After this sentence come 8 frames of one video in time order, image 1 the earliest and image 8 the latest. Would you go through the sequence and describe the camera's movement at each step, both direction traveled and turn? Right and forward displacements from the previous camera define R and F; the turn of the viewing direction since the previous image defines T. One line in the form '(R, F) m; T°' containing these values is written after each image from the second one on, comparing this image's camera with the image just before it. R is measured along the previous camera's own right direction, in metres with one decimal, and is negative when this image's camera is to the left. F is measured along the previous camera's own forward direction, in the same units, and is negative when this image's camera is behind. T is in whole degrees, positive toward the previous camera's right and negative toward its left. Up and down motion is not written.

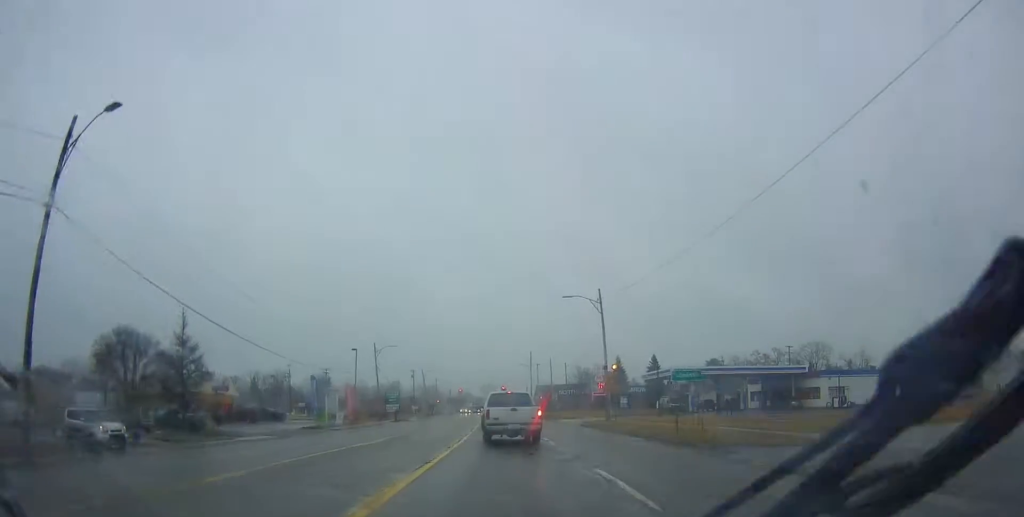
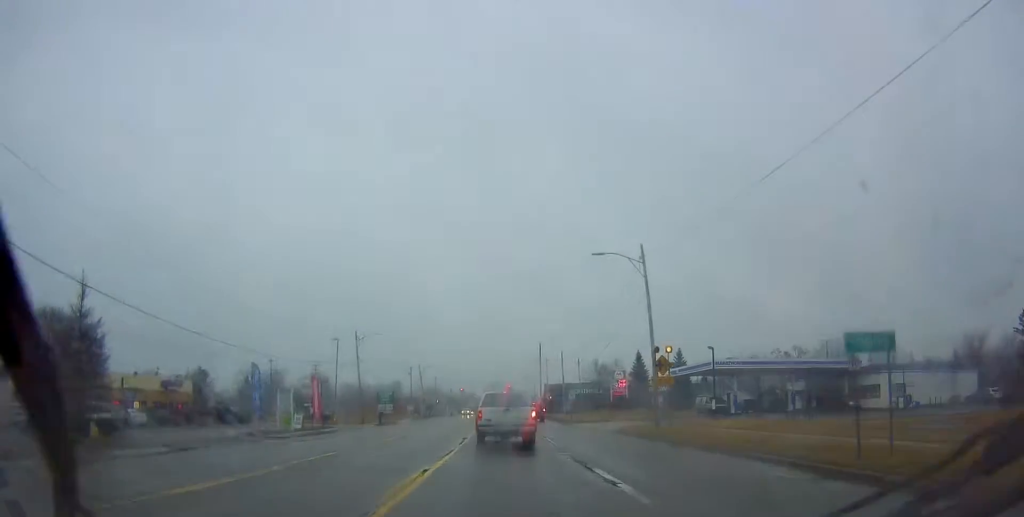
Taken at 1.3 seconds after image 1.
(-1.0, +13.2) m; -3°
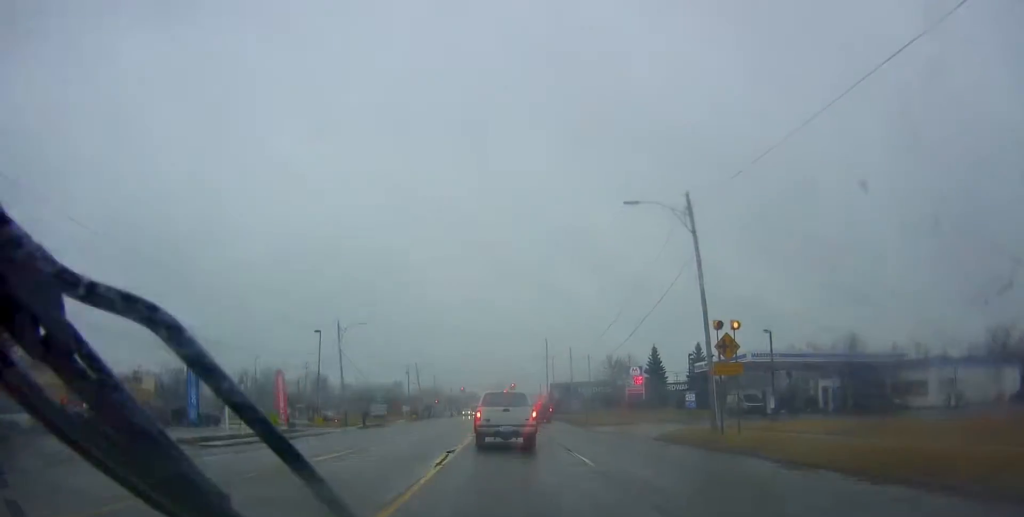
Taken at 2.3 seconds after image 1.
(+0.7, +8.3) m; +1°
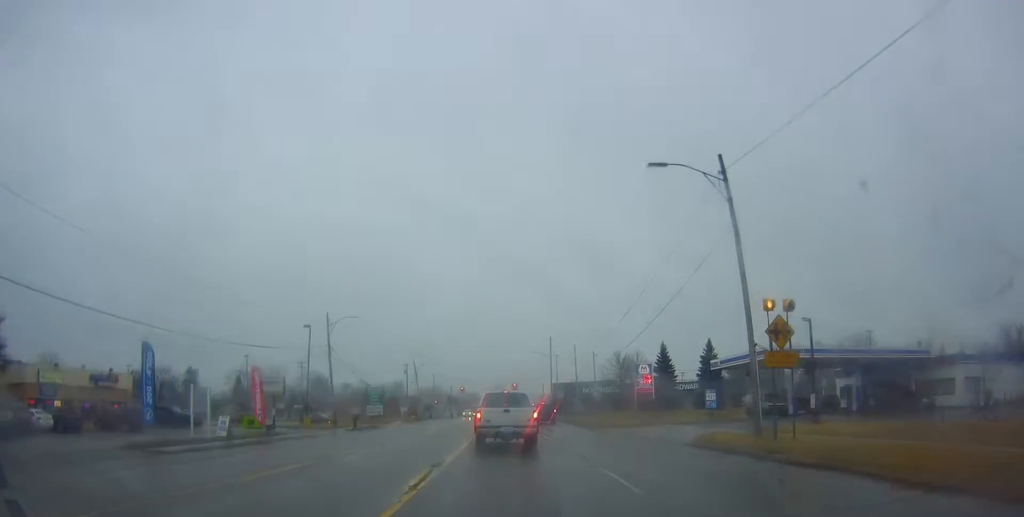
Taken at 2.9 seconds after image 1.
(-0.3, +4.1) m; -1°
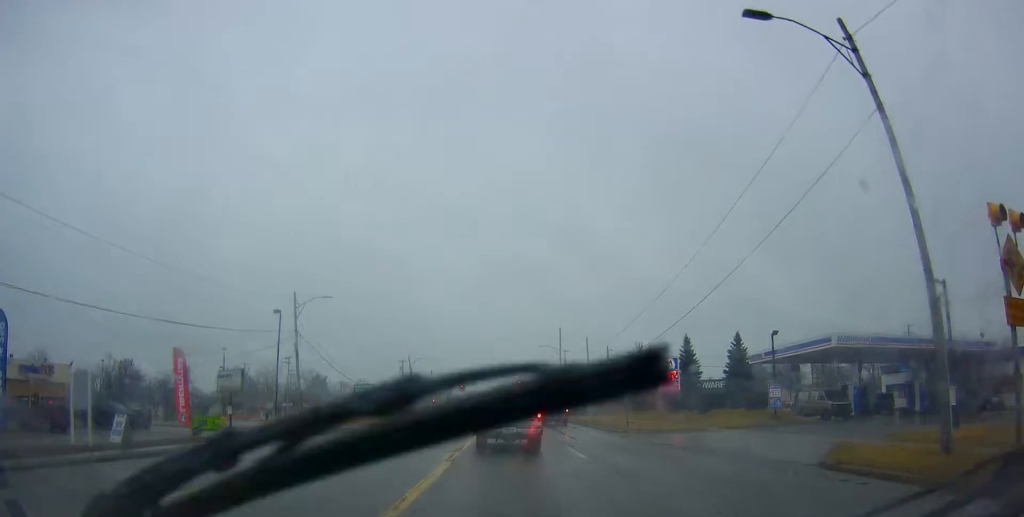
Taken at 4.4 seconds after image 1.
(0.0, +9.9) m; -2°
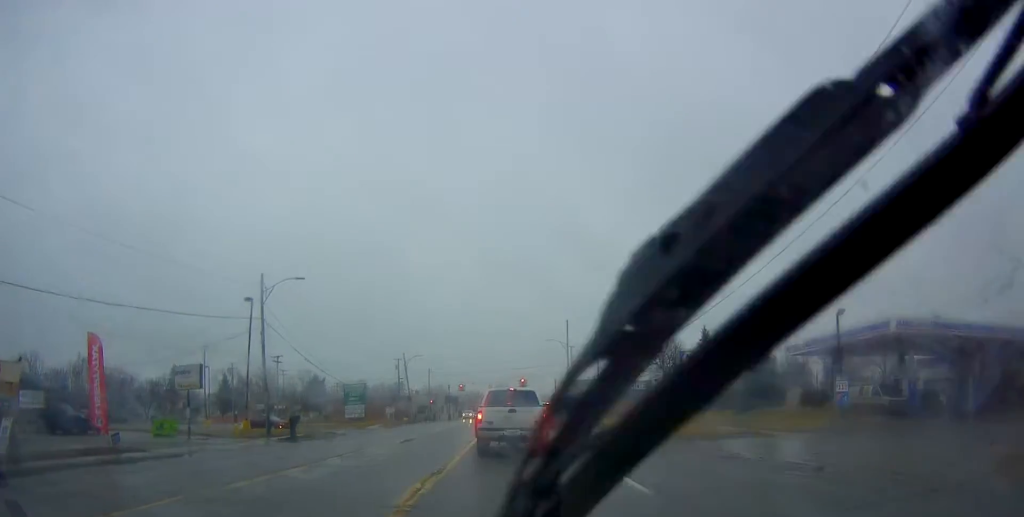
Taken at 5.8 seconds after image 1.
(-0.3, +6.4) m; 0°
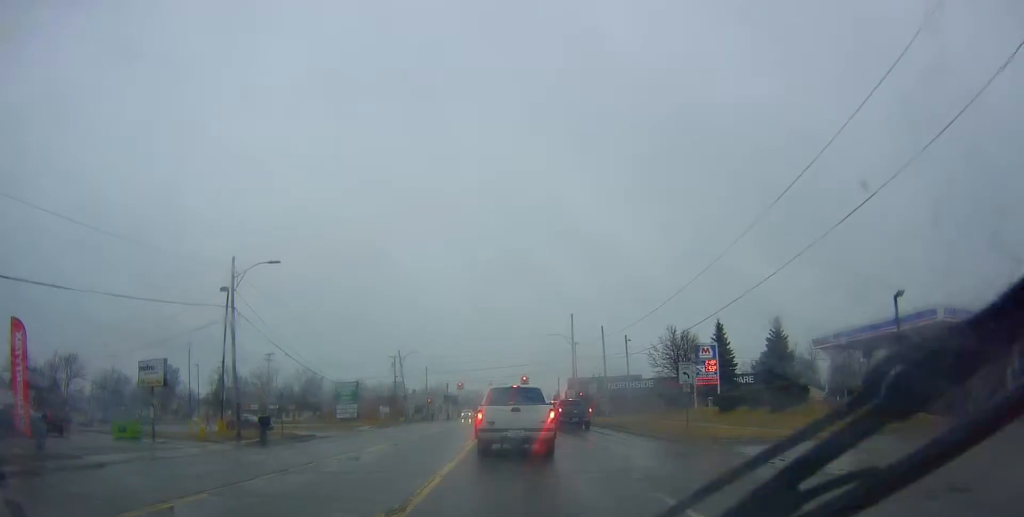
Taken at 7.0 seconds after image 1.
(+0.1, +4.5) m; -3°
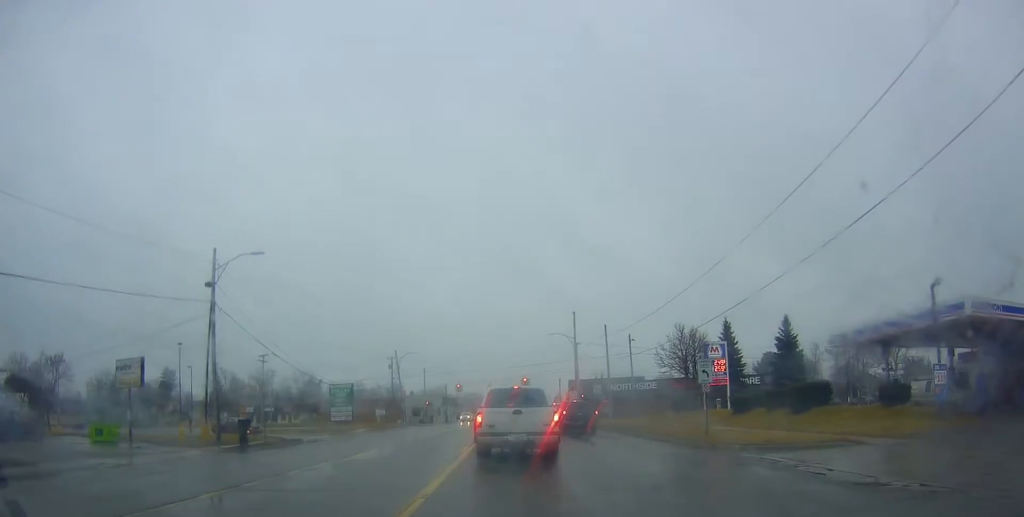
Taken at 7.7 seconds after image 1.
(-0.1, +2.4) m; +3°
